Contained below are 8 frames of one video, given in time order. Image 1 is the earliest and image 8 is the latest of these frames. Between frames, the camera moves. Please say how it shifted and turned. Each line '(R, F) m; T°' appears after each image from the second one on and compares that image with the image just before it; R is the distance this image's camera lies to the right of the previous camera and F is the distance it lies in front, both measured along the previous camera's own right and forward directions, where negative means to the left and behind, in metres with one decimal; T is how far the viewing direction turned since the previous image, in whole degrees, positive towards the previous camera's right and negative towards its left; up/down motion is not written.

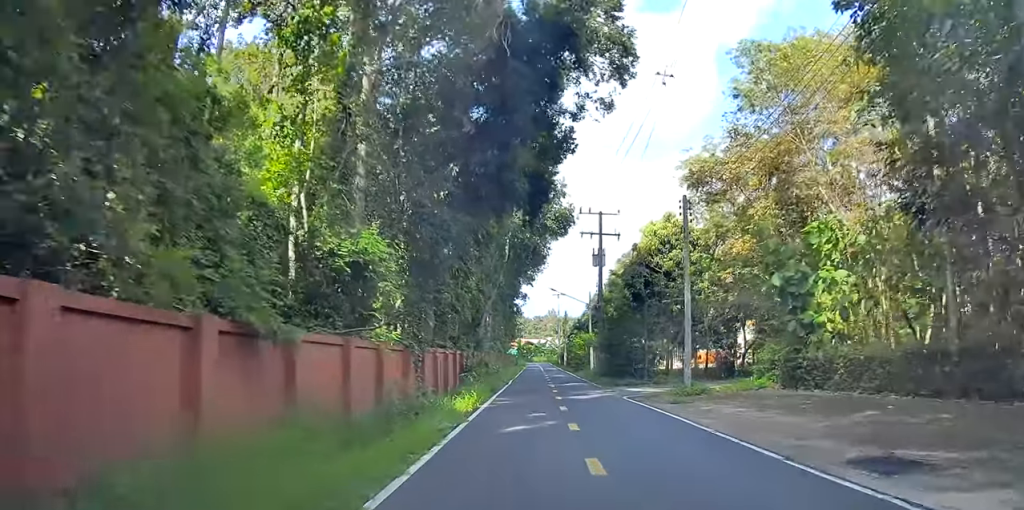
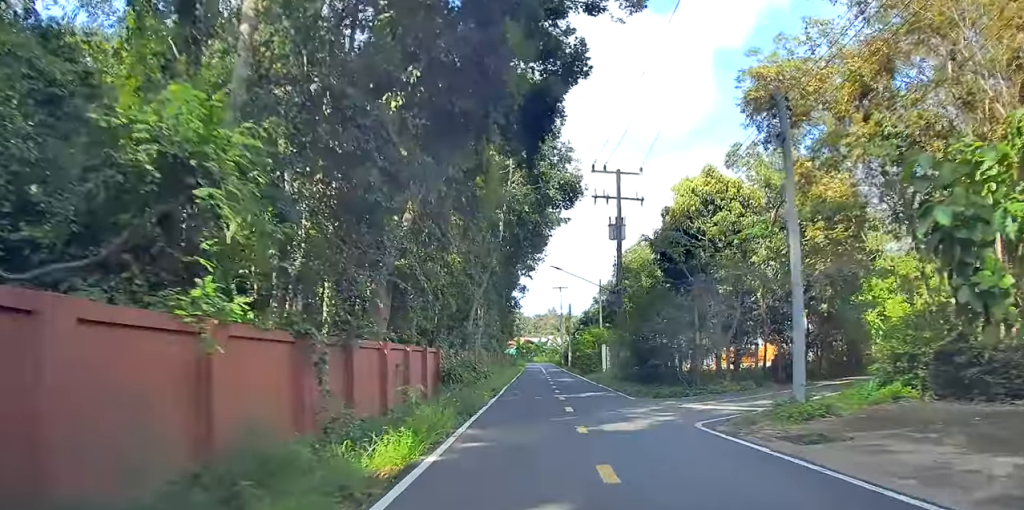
(+0.4, +9.0) m; +3°
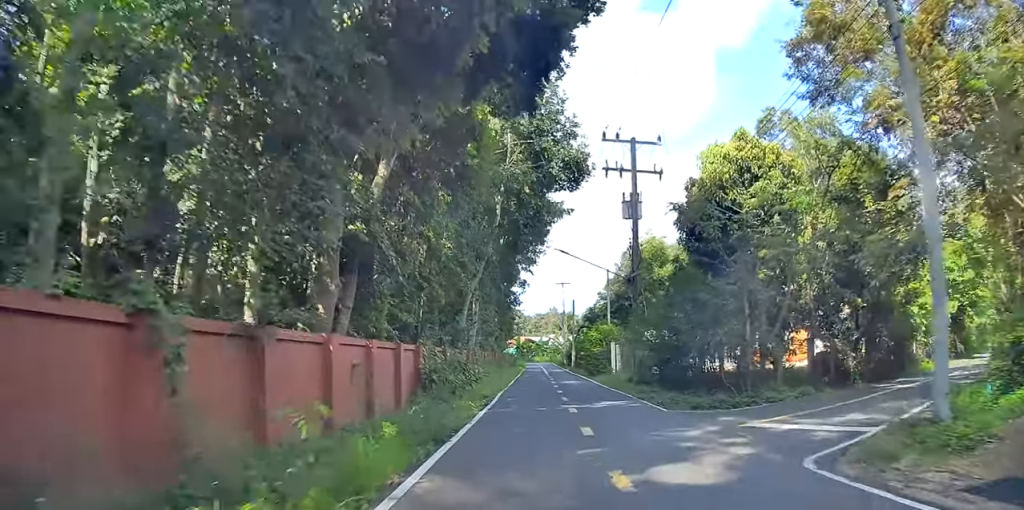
(+0.1, +4.9) m; 0°
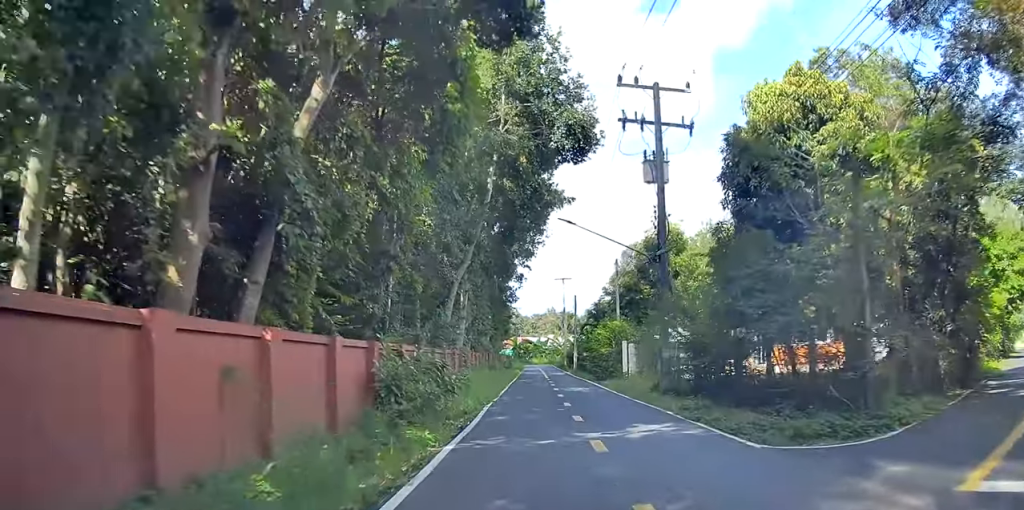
(-0.1, +6.3) m; -2°
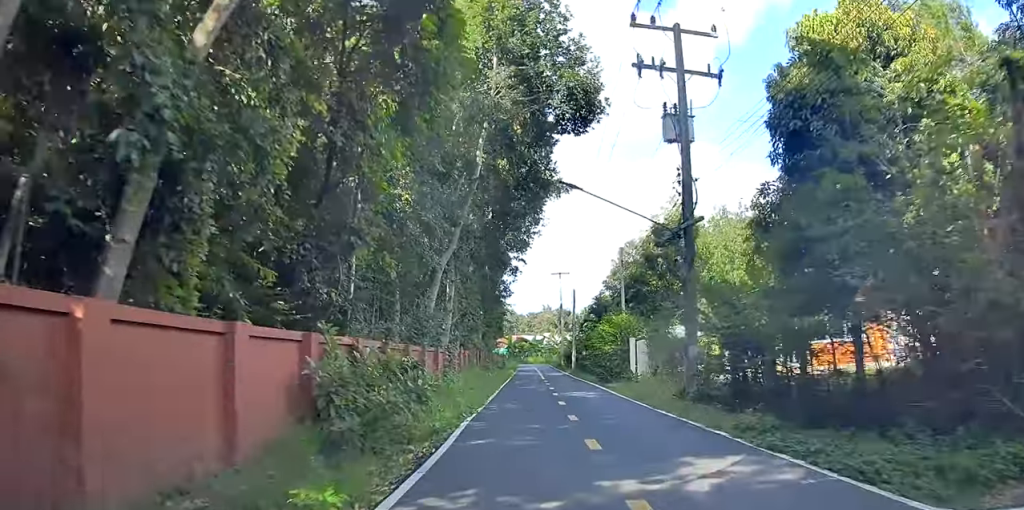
(0.0, +4.9) m; 0°
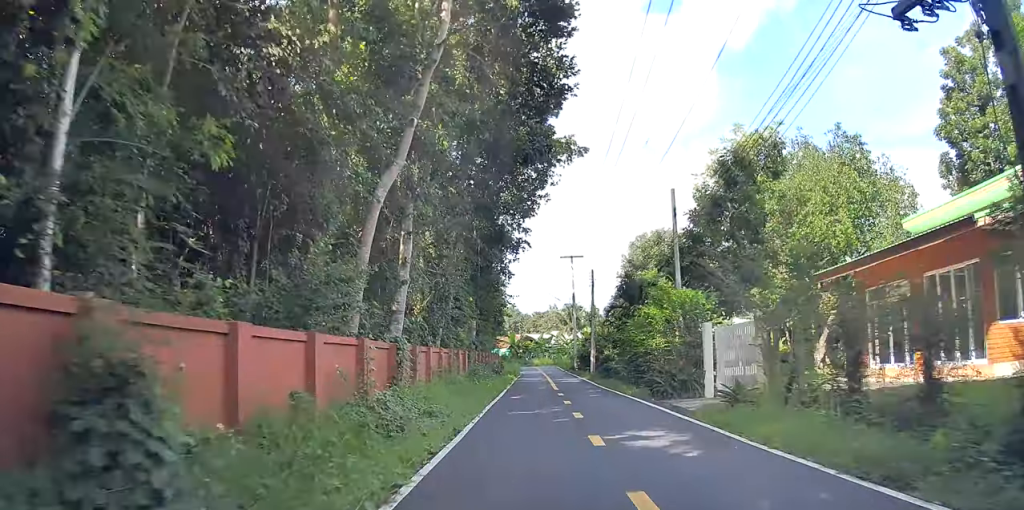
(+0.3, +13.7) m; +2°
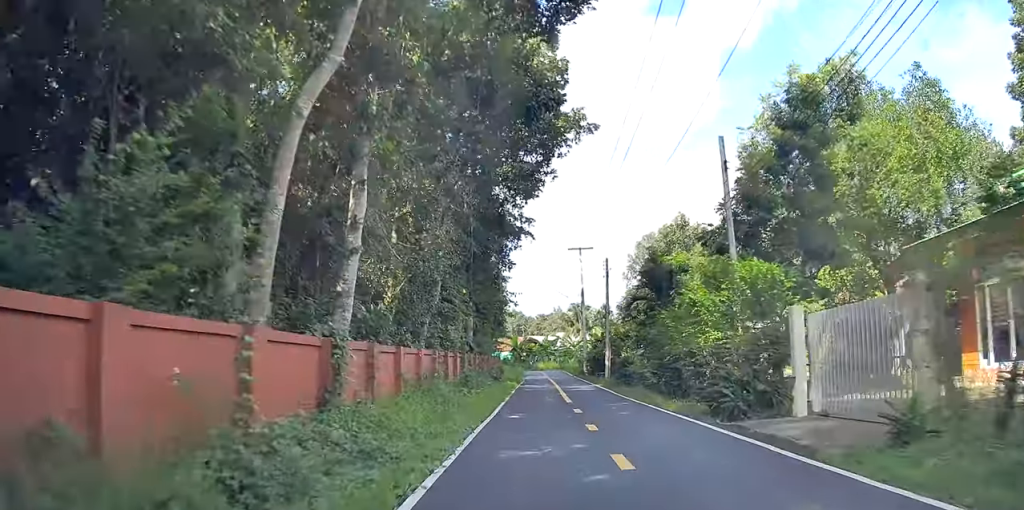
(-0.1, +6.4) m; +1°
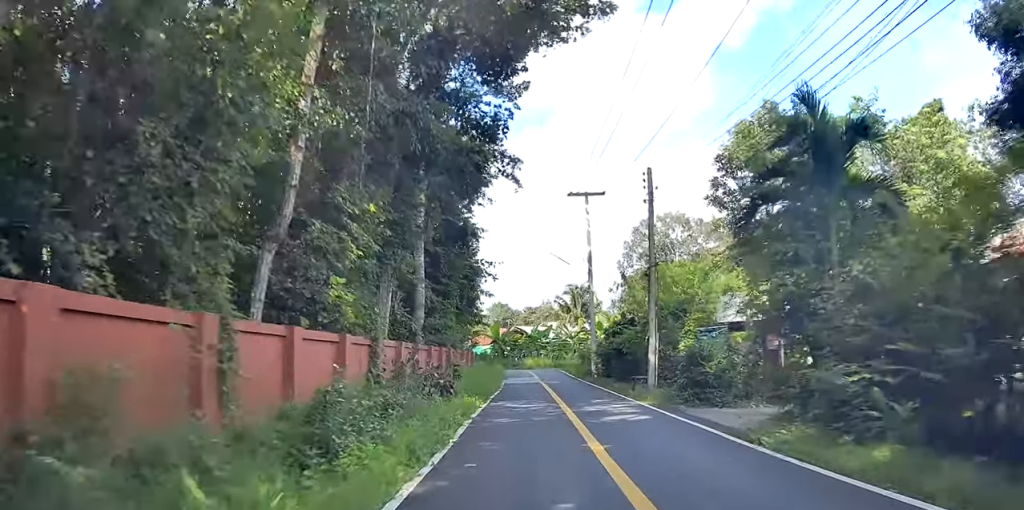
(+0.5, +17.5) m; +2°
